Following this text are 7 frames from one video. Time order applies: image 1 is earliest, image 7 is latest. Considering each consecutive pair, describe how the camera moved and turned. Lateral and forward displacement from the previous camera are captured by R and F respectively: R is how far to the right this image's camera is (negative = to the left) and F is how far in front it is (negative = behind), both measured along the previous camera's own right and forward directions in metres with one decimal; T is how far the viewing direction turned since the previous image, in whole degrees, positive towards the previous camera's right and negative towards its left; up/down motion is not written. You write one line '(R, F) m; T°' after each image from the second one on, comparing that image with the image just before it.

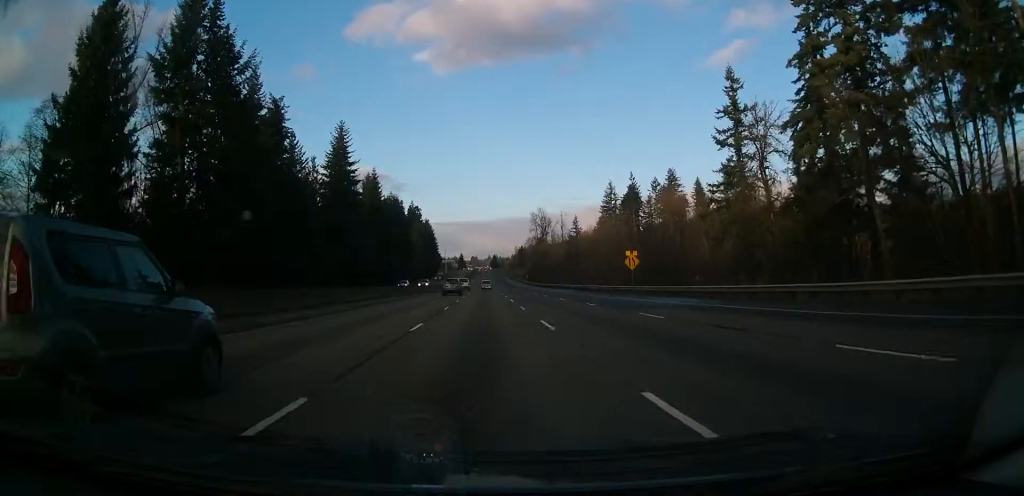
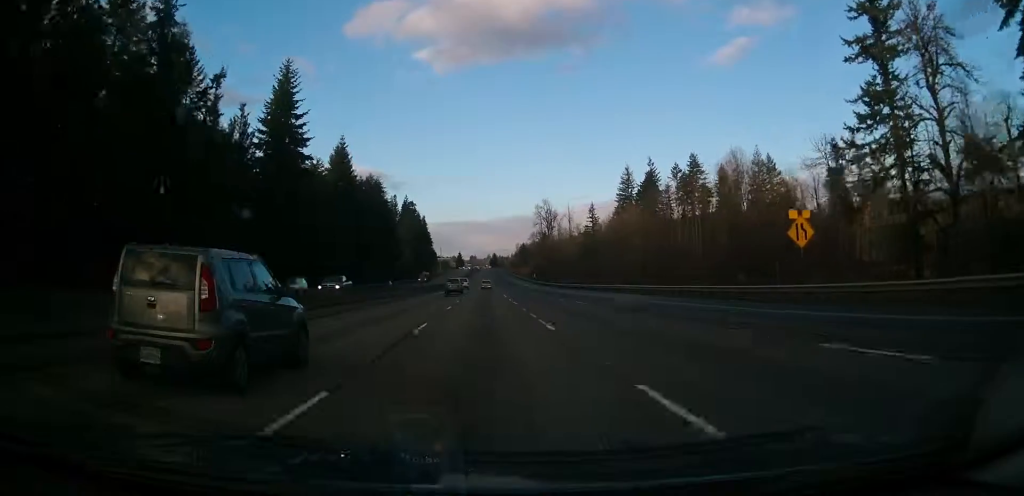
(-0.1, +35.8) m; 0°
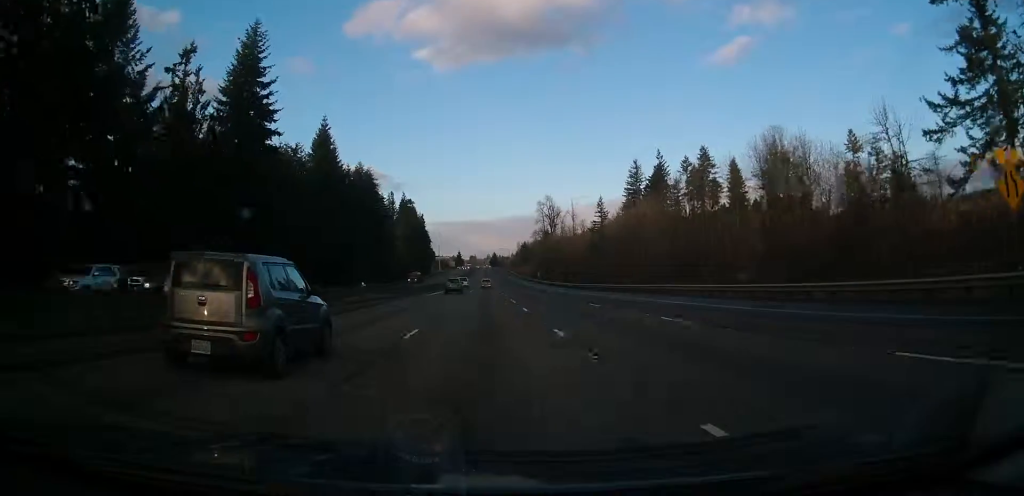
(0.0, +14.4) m; 0°
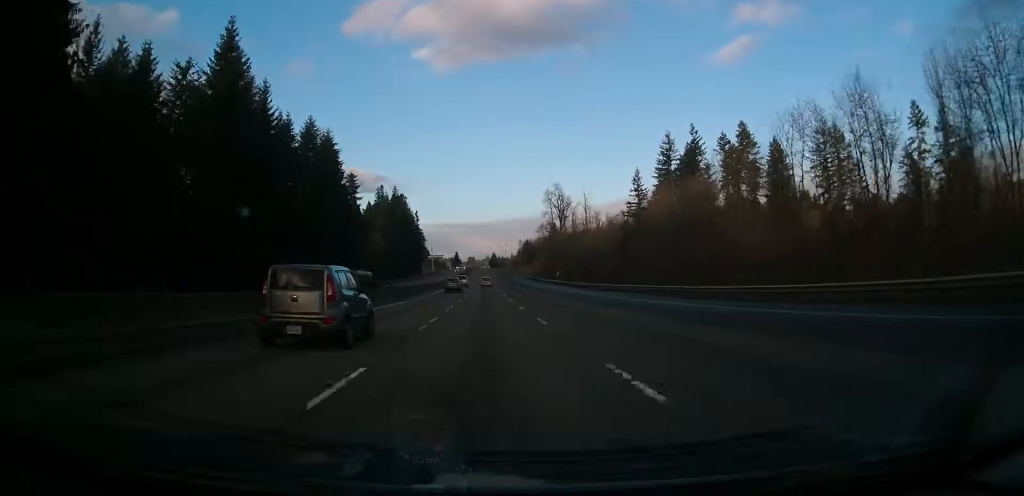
(+0.1, +44.3) m; 0°
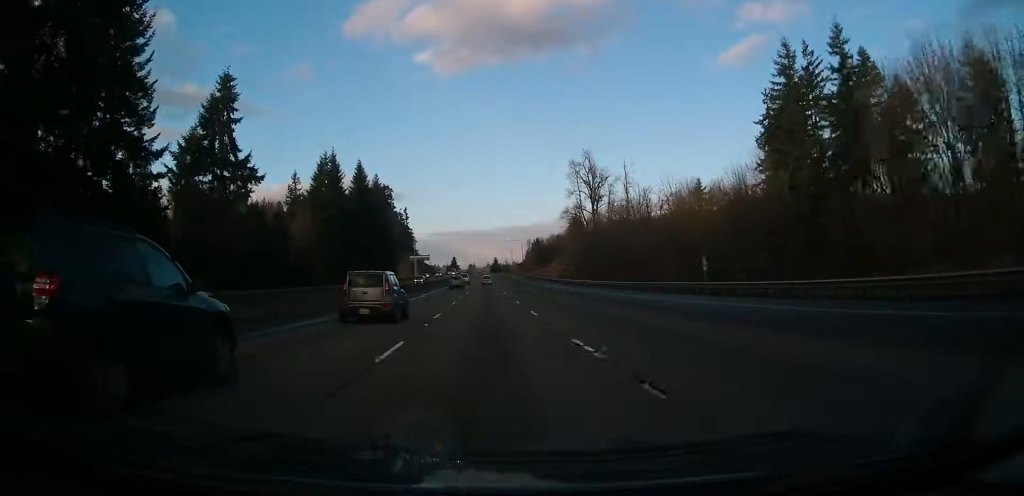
(-0.1, +81.8) m; 0°
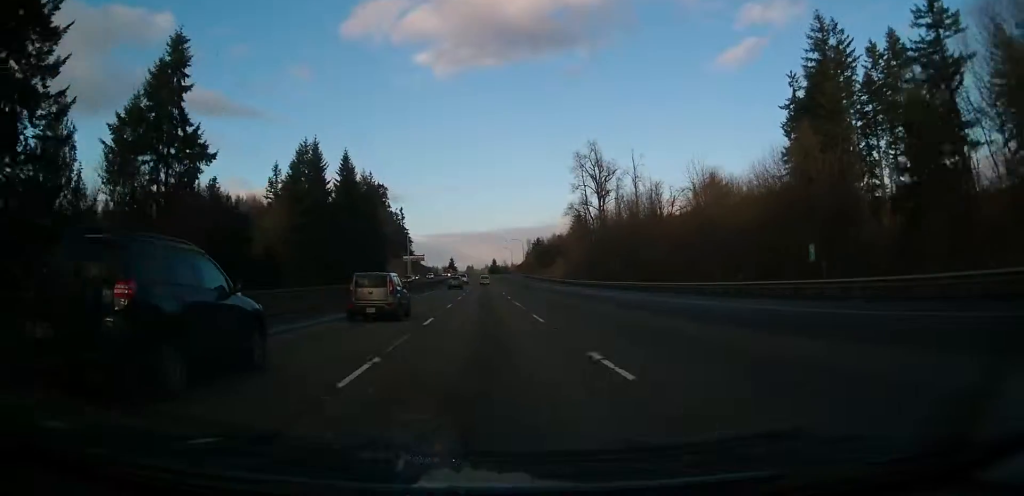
(-0.2, +14.5) m; 0°
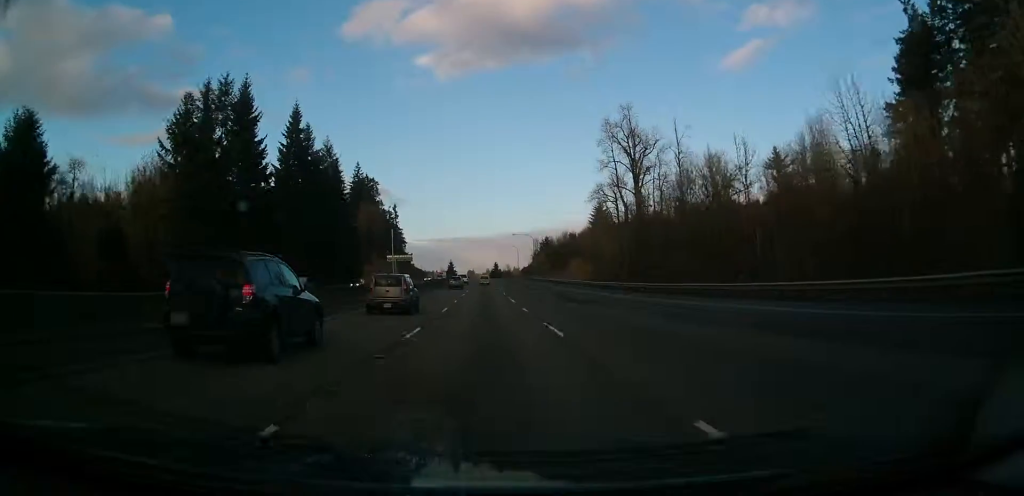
(+0.3, +42.4) m; 0°
